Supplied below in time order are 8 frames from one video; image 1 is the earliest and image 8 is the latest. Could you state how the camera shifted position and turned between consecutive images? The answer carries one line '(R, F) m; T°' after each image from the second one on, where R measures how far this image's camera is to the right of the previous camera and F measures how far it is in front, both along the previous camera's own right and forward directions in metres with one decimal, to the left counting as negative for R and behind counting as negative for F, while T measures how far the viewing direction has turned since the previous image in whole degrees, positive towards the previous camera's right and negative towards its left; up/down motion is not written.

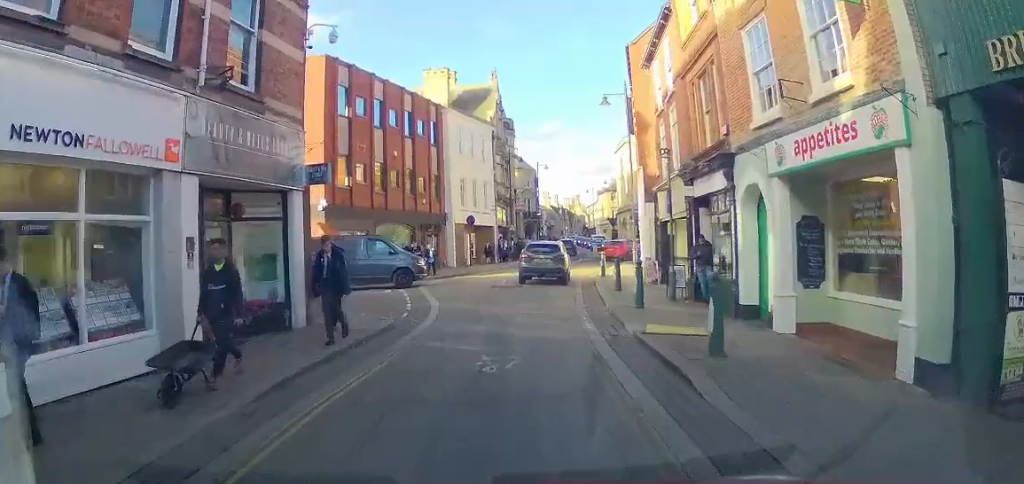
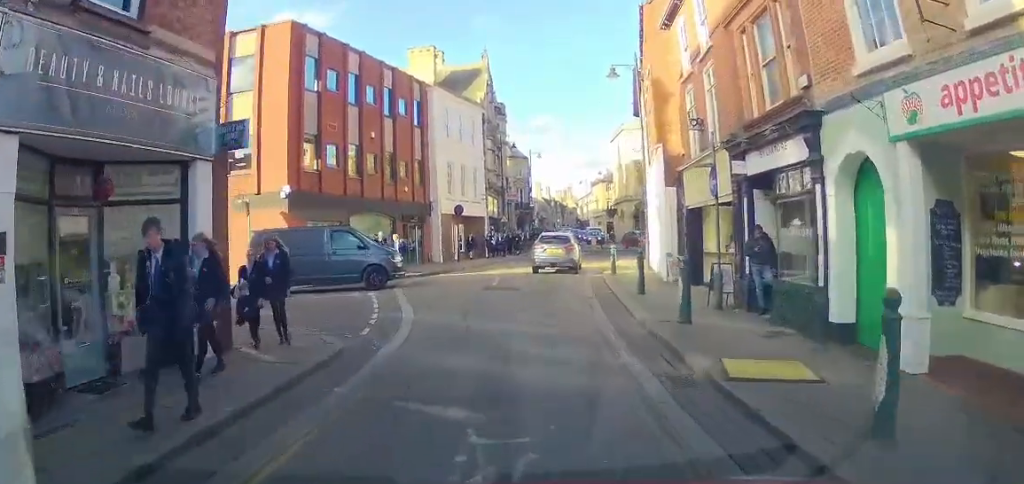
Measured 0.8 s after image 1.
(0.0, +3.8) m; +1°
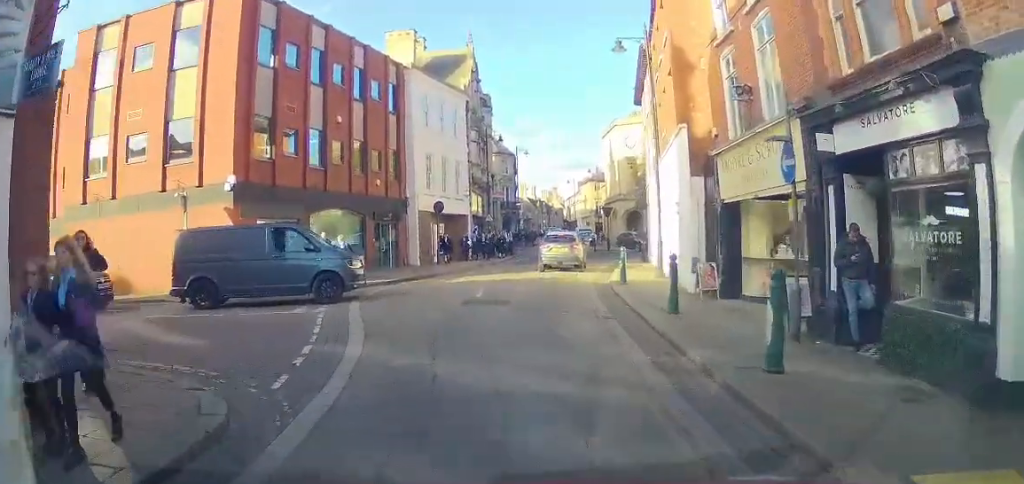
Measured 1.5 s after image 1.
(0.0, +3.8) m; +2°
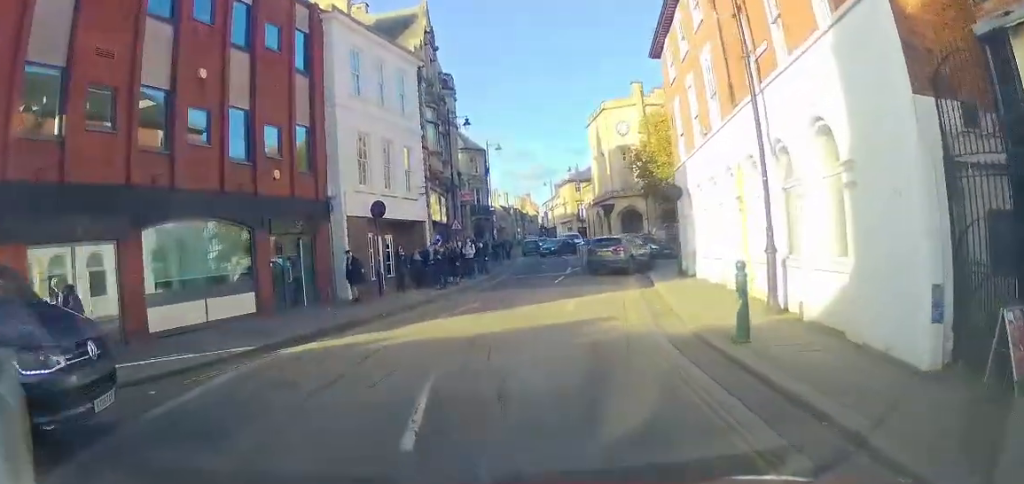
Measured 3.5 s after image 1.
(+0.6, +10.1) m; +5°
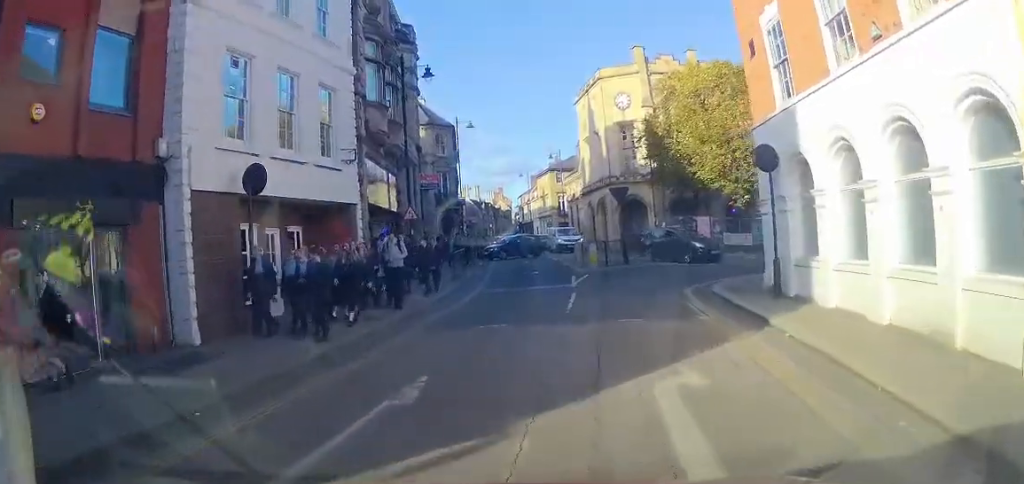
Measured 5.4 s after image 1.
(+0.3, +9.3) m; +2°
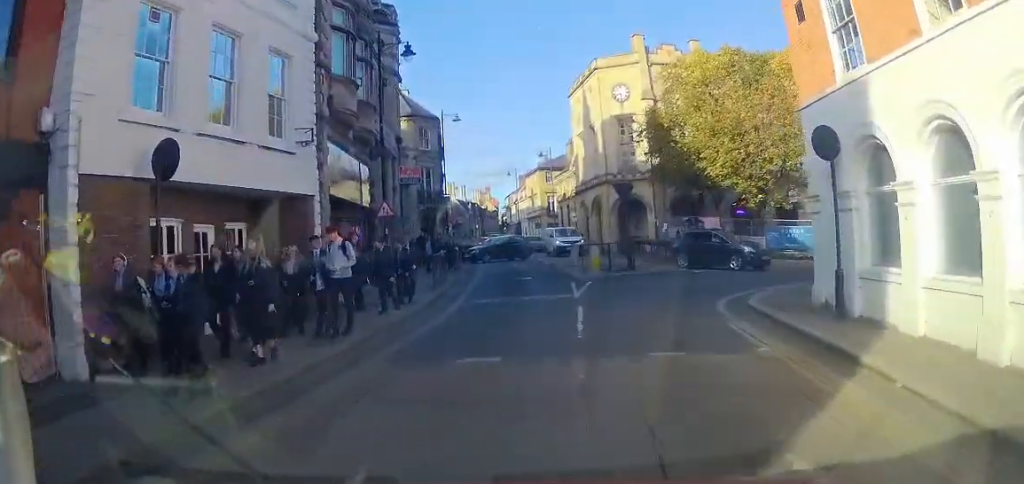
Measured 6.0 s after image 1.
(0.0, +3.1) m; 0°
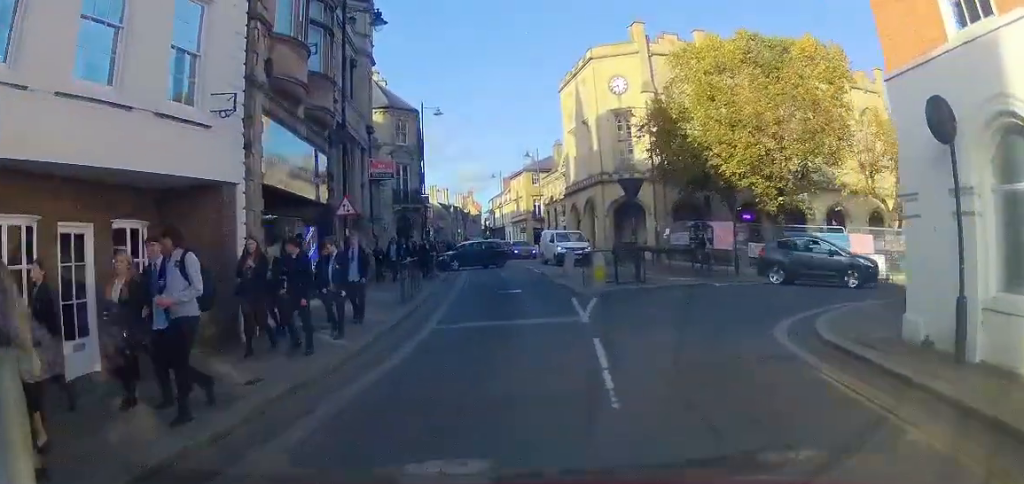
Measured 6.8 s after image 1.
(0.0, +3.5) m; 0°
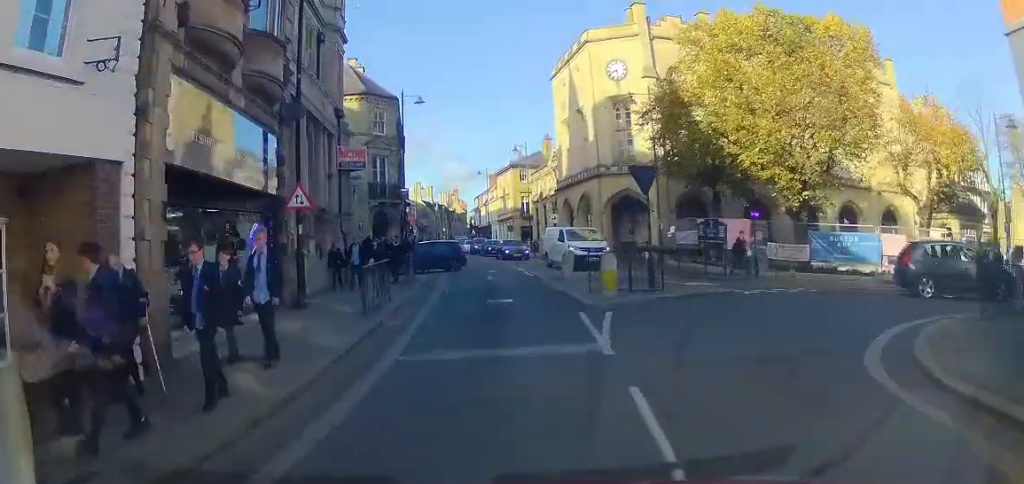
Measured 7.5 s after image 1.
(0.0, +3.0) m; 0°
